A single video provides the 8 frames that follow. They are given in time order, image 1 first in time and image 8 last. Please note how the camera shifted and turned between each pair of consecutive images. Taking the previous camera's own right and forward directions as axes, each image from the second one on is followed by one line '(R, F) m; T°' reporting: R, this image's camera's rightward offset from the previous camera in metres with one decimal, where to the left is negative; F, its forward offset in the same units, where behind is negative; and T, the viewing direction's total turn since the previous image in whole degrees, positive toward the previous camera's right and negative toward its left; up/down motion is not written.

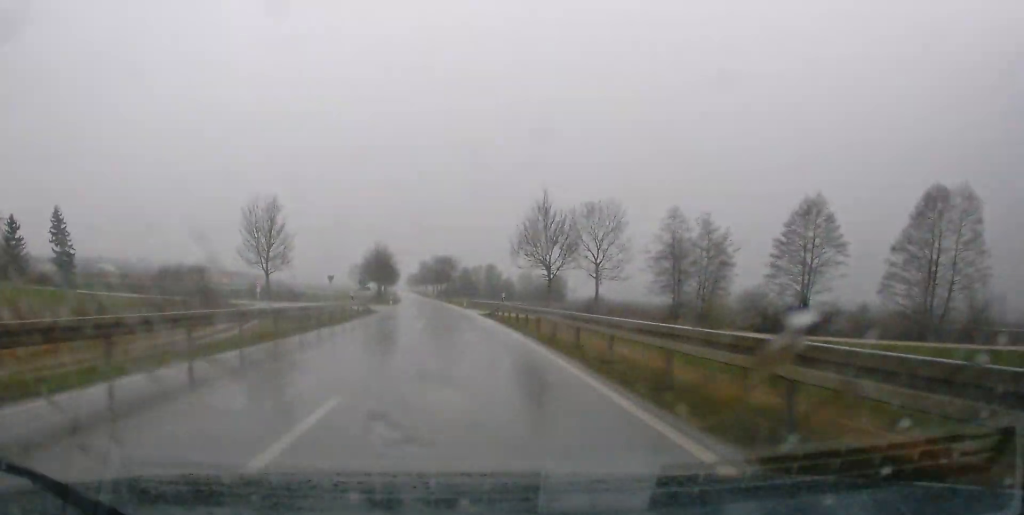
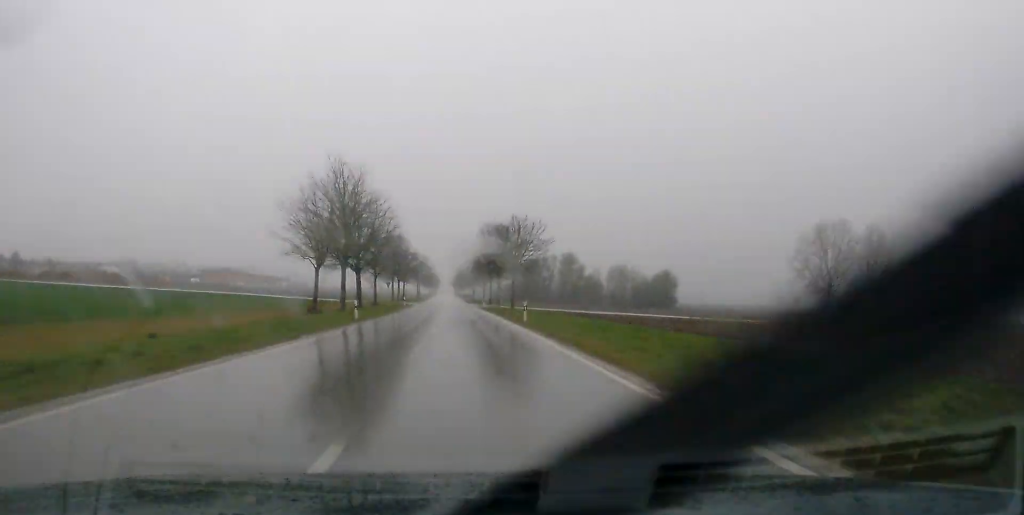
(-4.2, +98.5) m; -3°
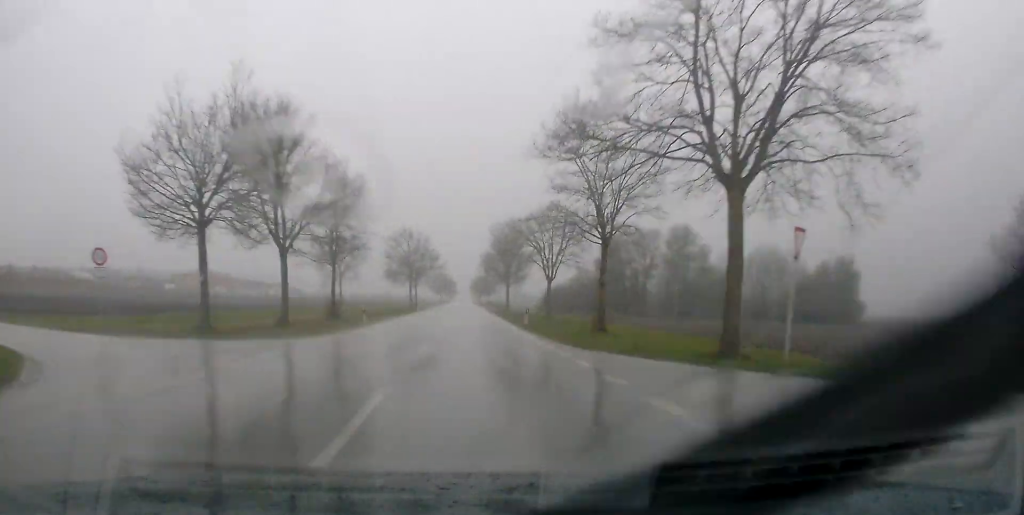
(-1.2, +88.8) m; -1°
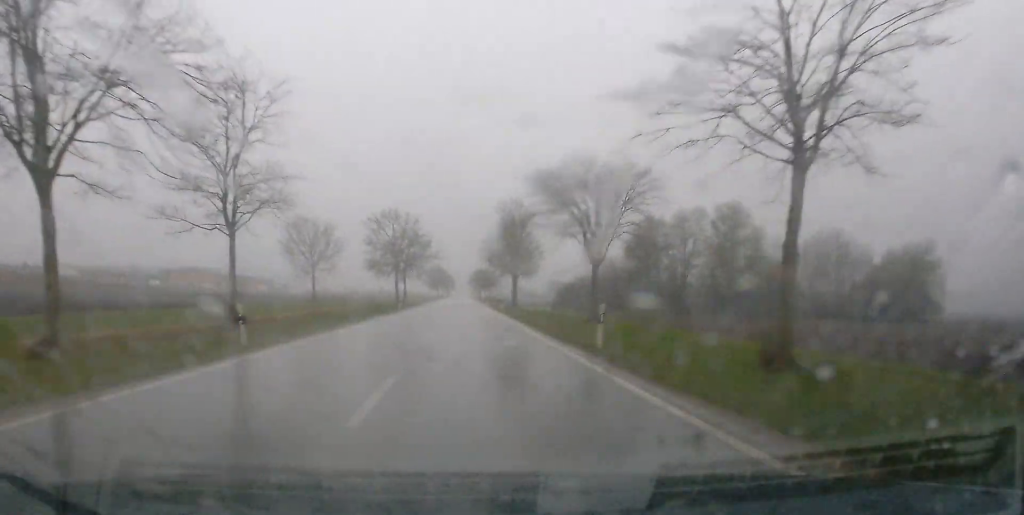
(+0.2, +21.6) m; 0°
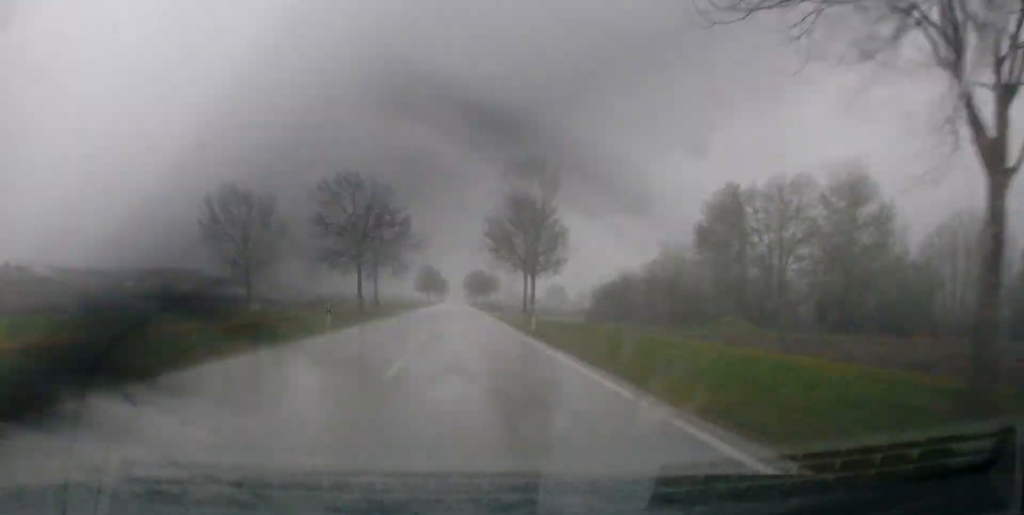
(+0.2, +30.7) m; 0°
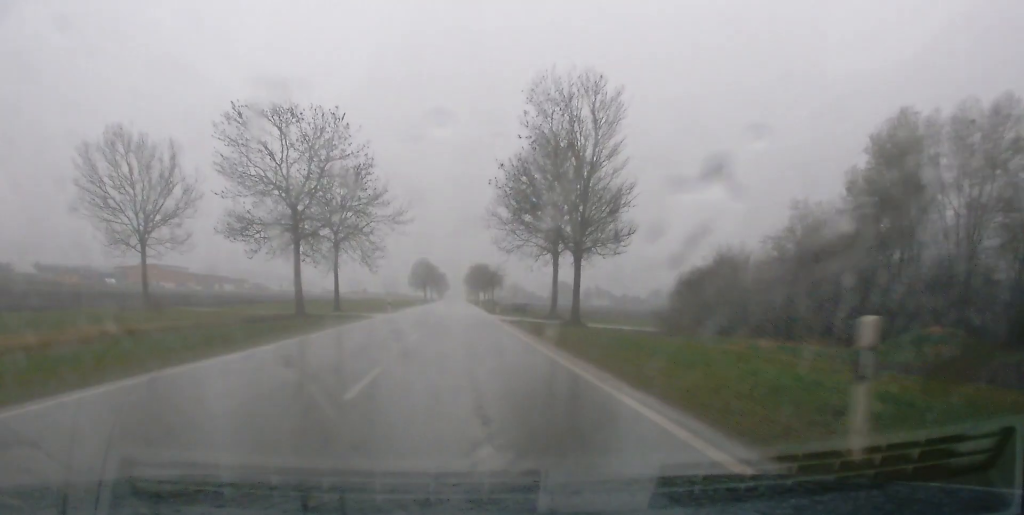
(-0.1, +26.5) m; 0°
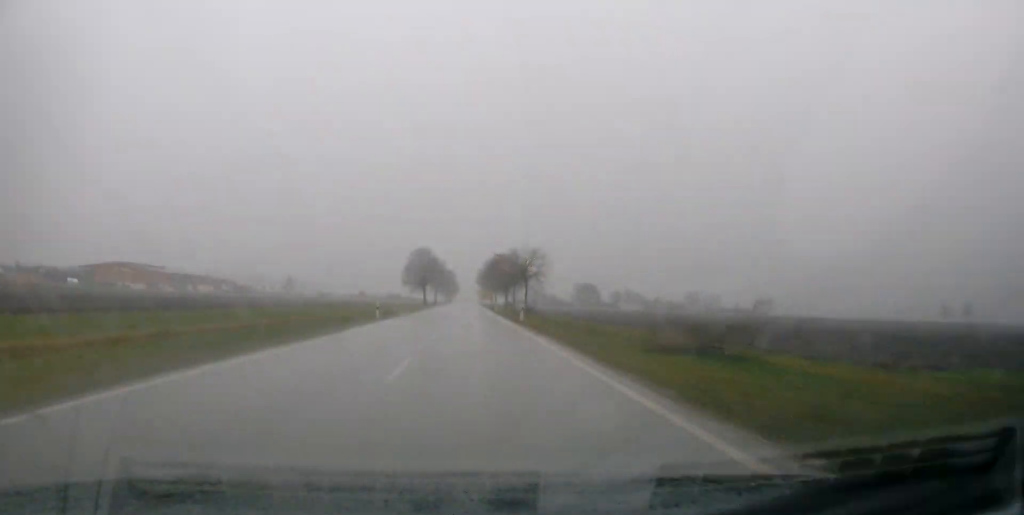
(+0.1, +56.7) m; 0°
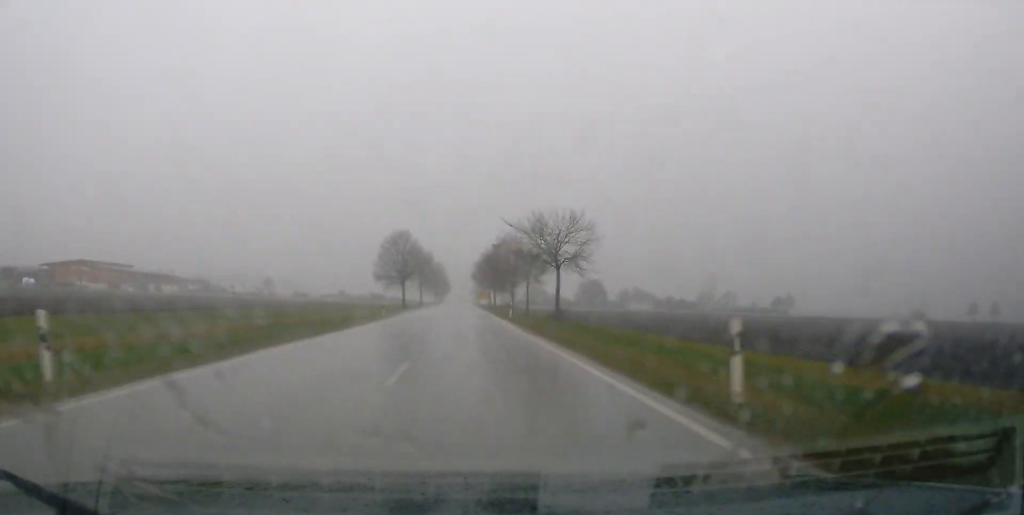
(-0.4, +35.6) m; 0°
